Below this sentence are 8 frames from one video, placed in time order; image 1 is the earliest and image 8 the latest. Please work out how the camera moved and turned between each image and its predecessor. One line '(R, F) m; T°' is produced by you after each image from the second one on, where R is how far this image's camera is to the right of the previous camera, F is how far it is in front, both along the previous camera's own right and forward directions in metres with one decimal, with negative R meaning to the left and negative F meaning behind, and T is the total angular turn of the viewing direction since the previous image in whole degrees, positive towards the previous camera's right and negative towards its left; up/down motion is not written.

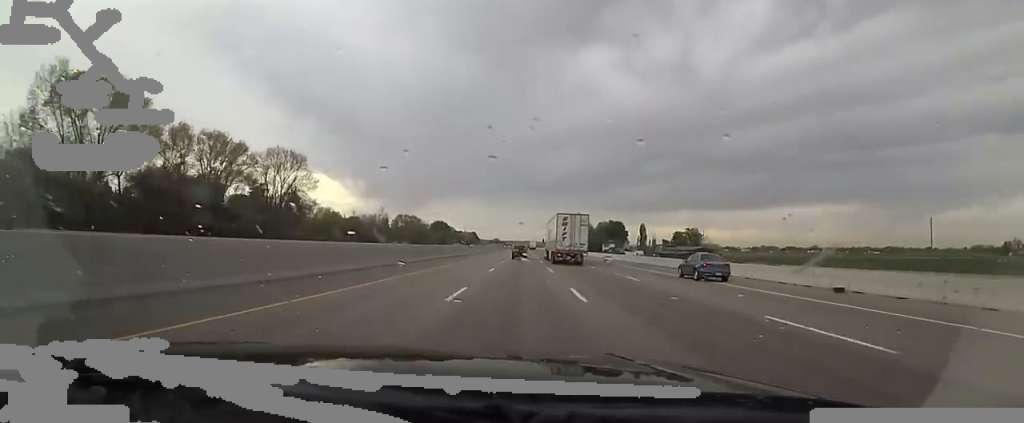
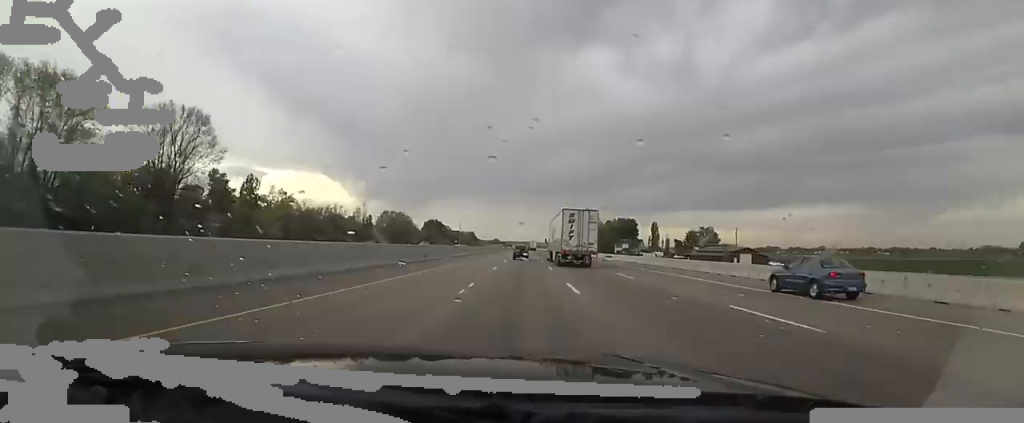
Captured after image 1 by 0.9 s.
(-1.4, +28.5) m; 0°
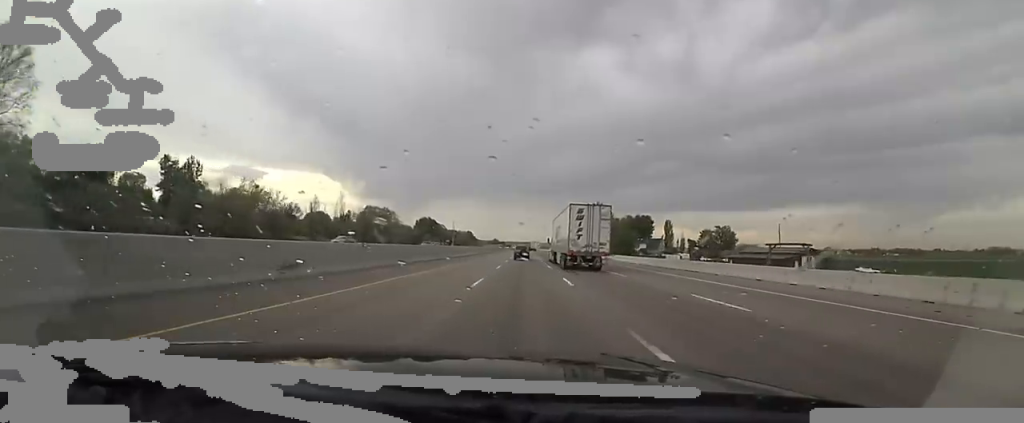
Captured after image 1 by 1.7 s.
(+1.0, +27.7) m; +2°
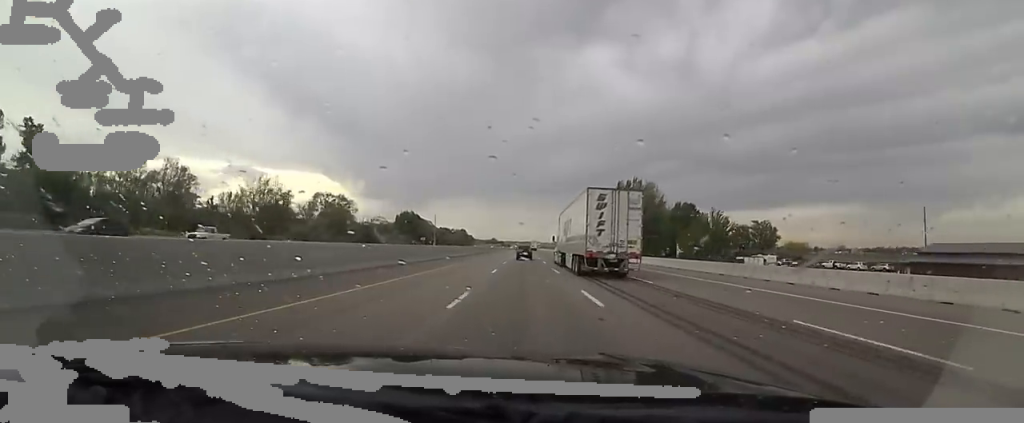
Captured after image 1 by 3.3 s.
(+0.3, +54.0) m; -1°
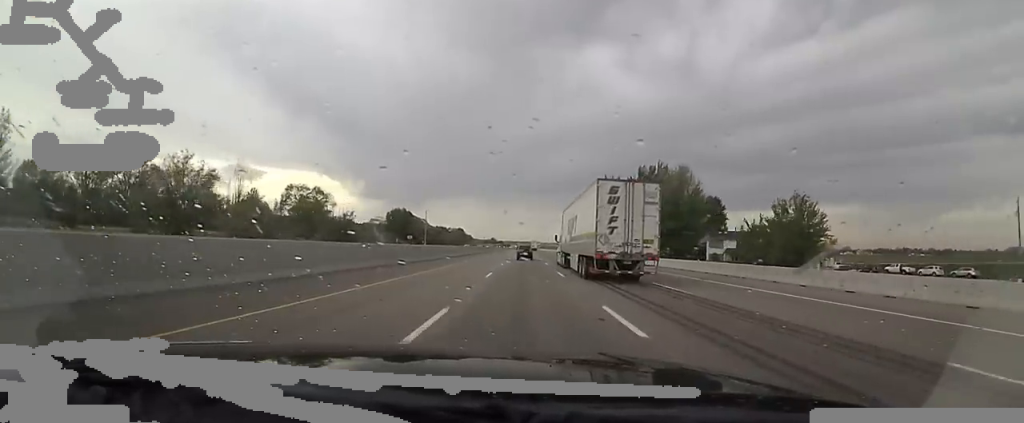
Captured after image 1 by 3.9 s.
(-0.1, +20.4) m; -1°
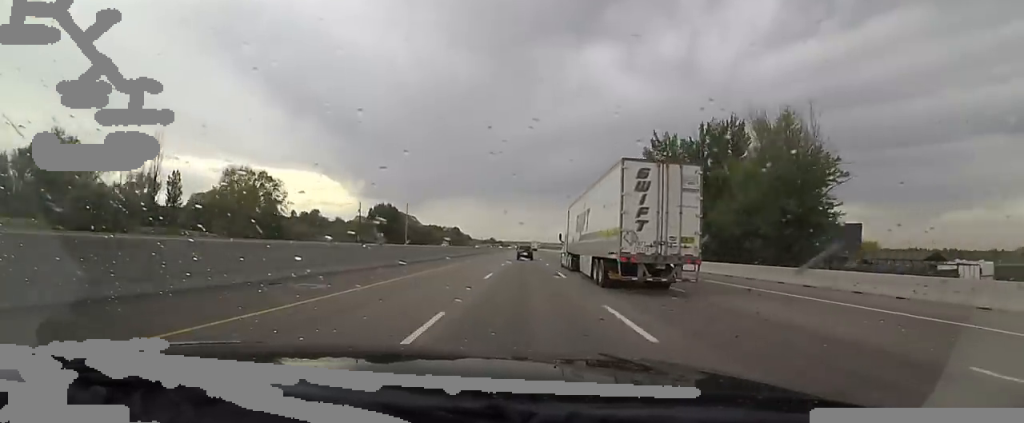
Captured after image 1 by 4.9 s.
(-0.7, +31.5) m; +1°
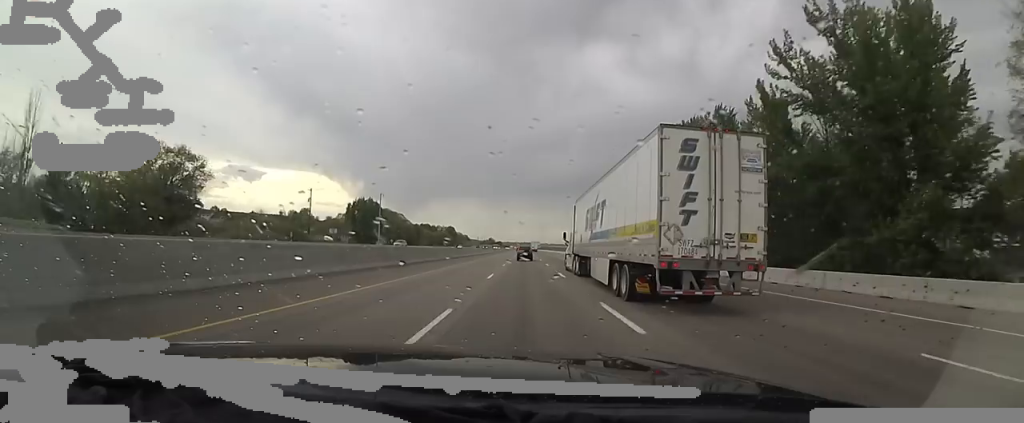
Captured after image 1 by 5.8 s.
(+1.0, +29.2) m; +1°
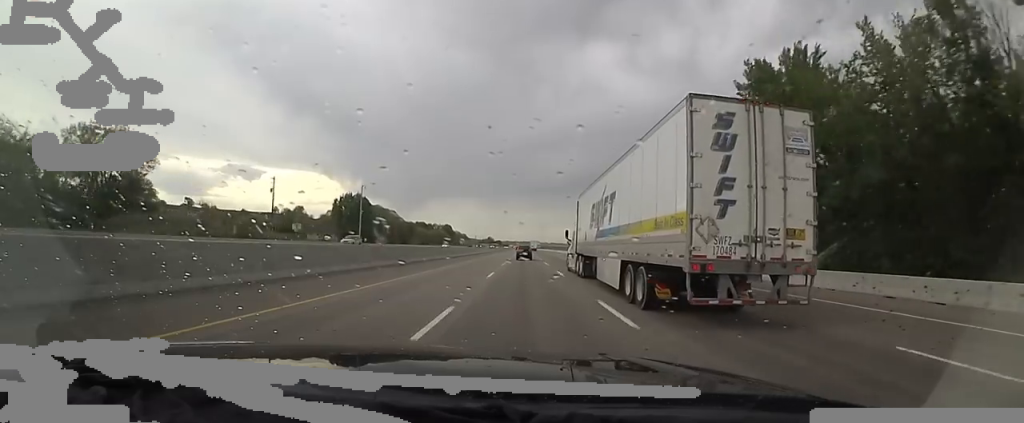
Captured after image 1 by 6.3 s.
(-0.1, +14.3) m; 0°
